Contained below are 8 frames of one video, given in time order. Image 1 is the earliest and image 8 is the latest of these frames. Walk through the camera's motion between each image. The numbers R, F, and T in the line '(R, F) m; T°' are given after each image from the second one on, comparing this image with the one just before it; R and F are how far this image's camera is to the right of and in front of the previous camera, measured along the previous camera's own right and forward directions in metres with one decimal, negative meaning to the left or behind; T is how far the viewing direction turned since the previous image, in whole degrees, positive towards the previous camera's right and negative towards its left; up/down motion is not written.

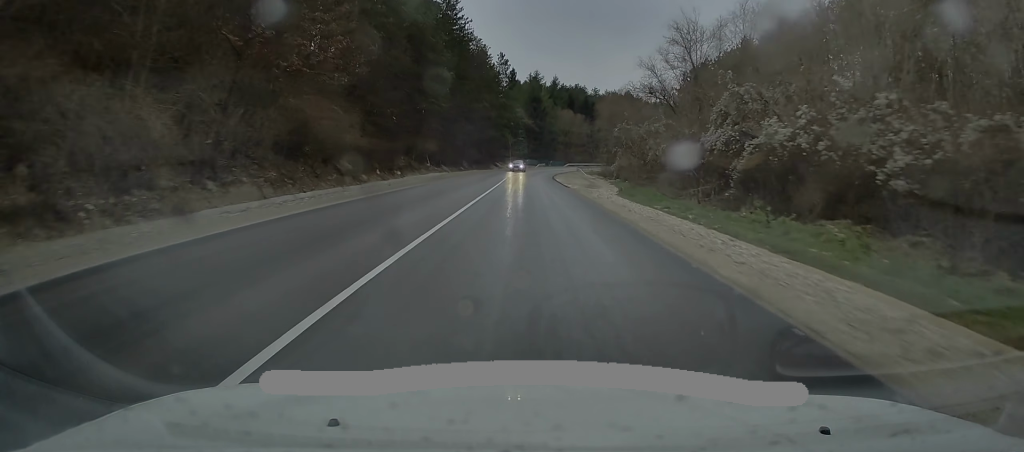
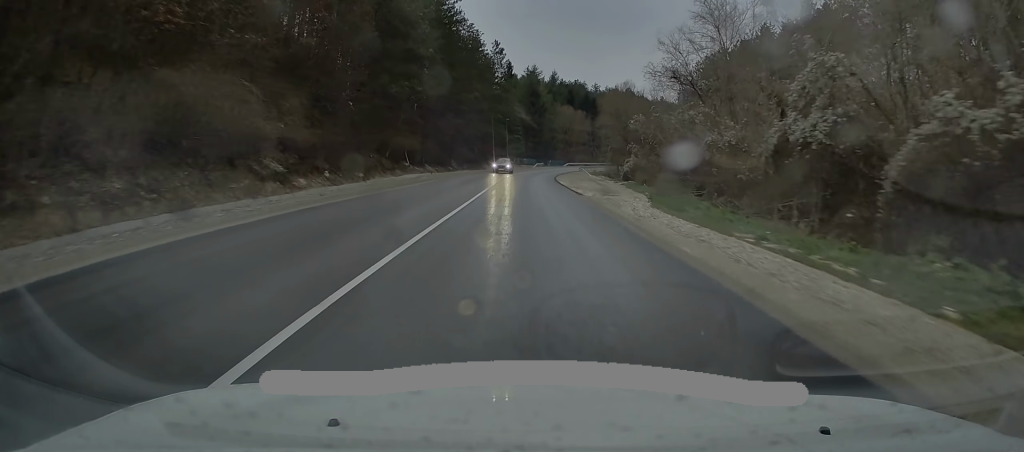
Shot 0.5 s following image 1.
(+0.1, +10.4) m; 0°
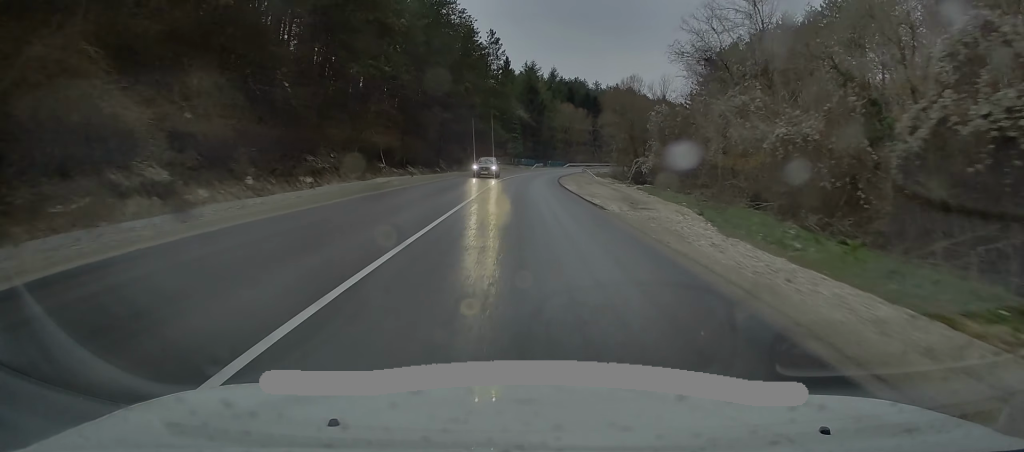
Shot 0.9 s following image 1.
(-0.1, +9.0) m; 0°
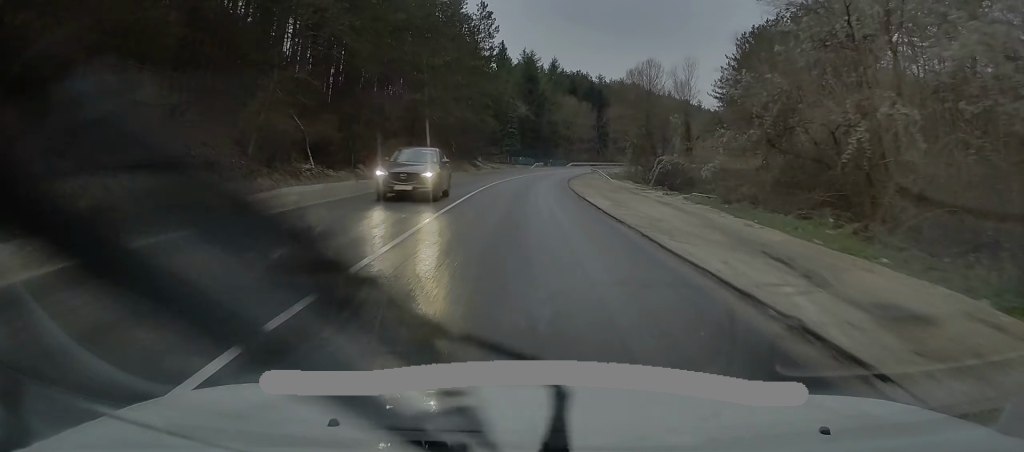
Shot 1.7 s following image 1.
(0.0, +16.0) m; 0°
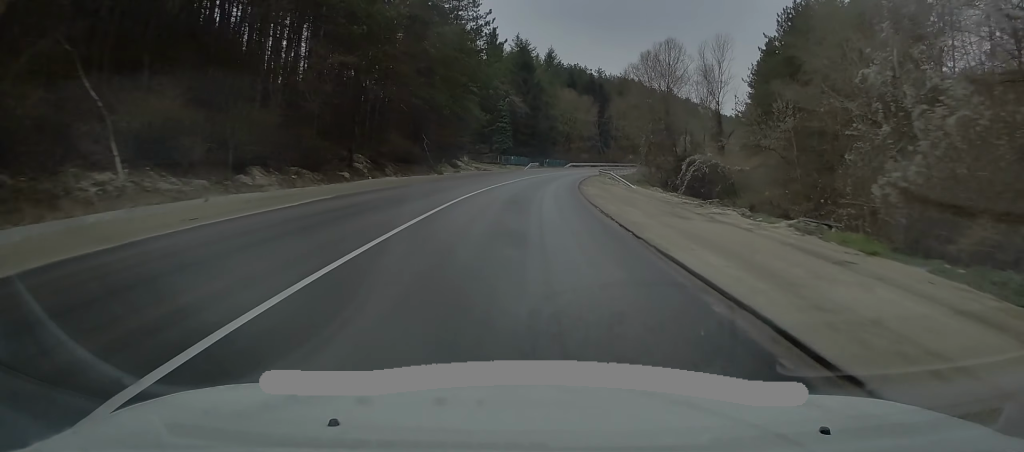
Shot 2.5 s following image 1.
(+0.2, +16.1) m; +1°
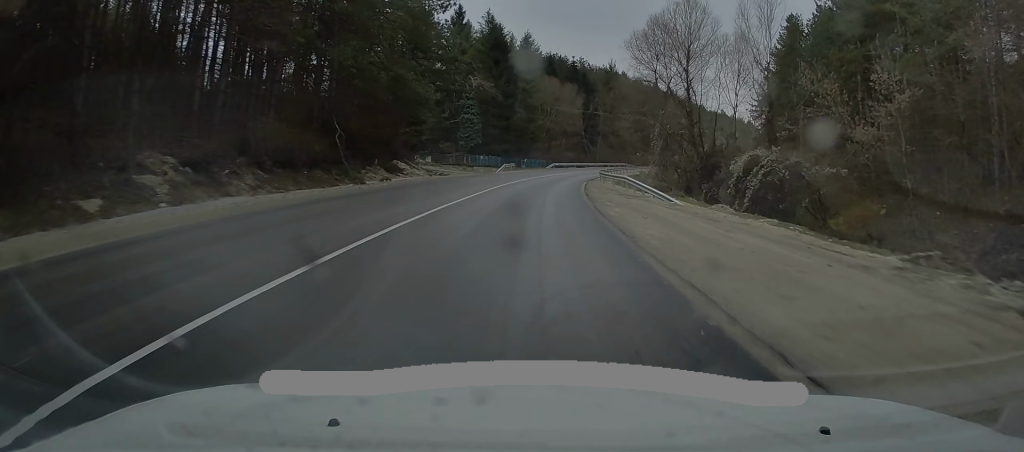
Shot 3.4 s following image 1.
(+0.1, +19.8) m; +1°
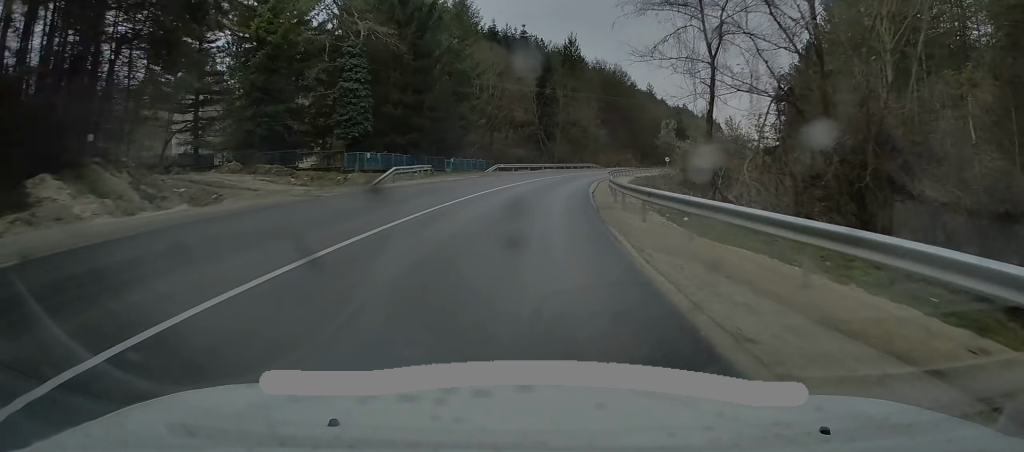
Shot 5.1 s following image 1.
(+0.8, +32.9) m; +4°
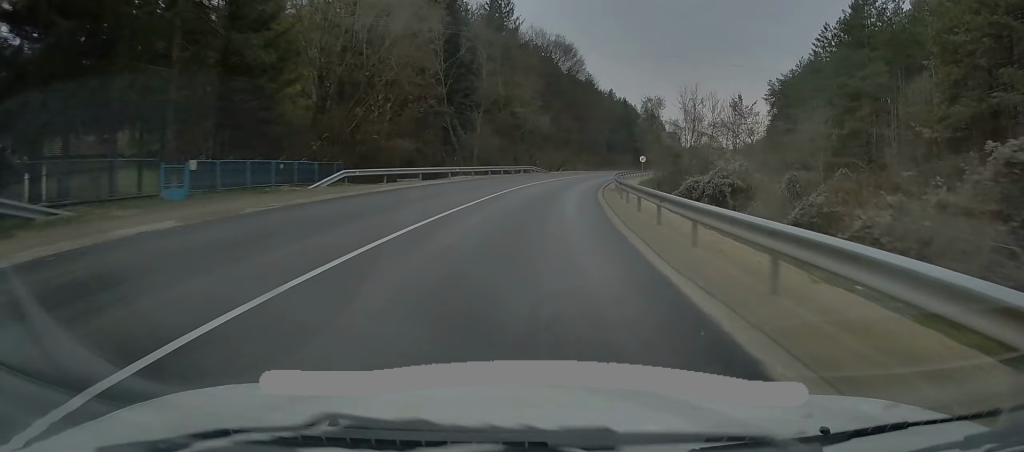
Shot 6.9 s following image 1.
(+2.7, +36.5) m; +9°
